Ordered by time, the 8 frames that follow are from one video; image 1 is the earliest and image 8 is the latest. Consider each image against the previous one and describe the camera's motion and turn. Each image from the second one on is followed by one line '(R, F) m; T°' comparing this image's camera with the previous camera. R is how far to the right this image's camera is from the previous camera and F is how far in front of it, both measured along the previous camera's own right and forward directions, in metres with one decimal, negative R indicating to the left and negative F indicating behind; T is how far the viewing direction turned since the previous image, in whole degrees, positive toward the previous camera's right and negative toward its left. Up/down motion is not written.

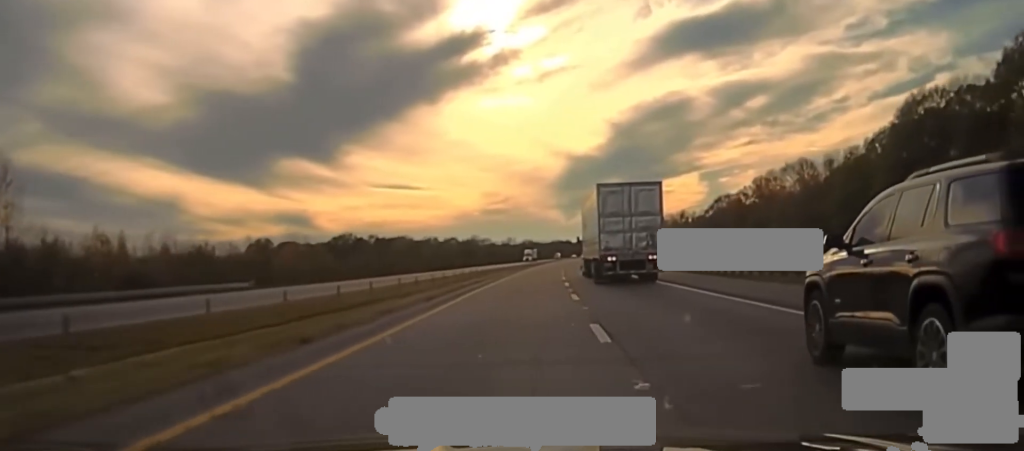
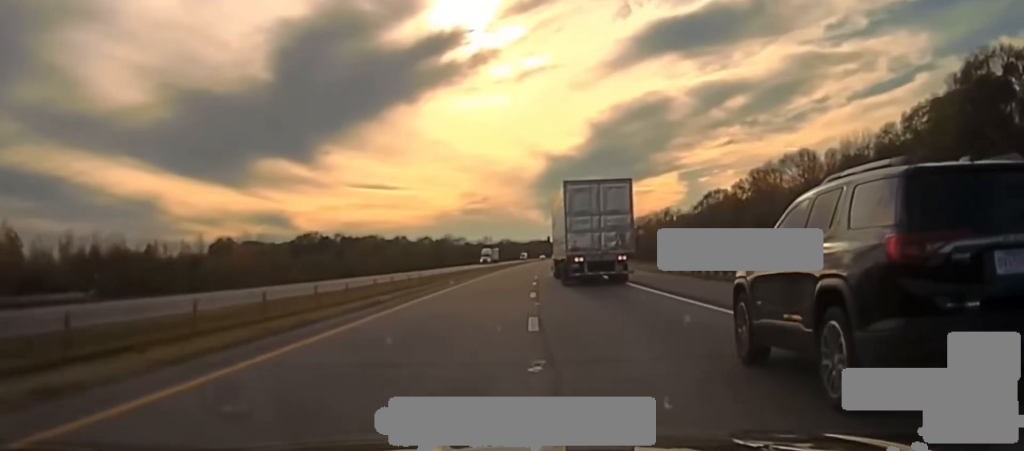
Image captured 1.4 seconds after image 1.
(+0.1, +21.1) m; +1°
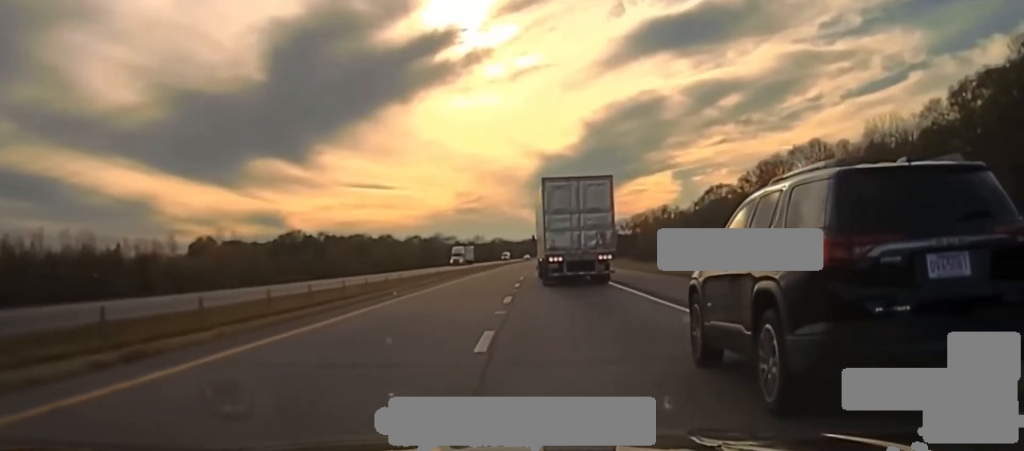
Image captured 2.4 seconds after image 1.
(0.0, +14.7) m; 0°
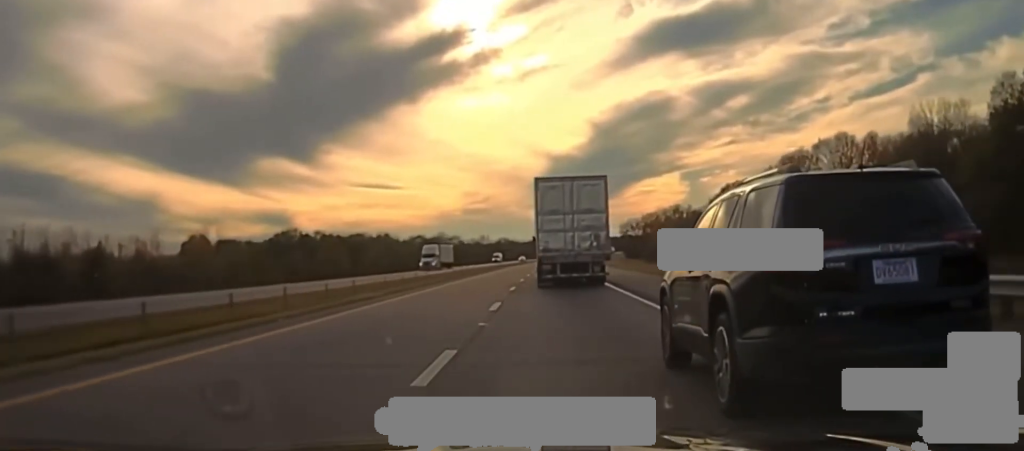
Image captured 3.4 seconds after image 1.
(-0.1, +15.0) m; -1°
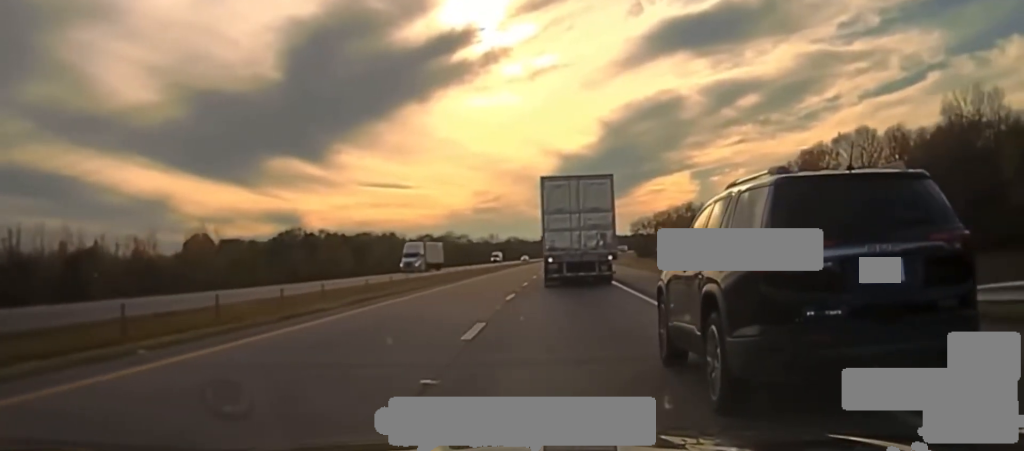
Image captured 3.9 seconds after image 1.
(-0.1, +7.0) m; 0°
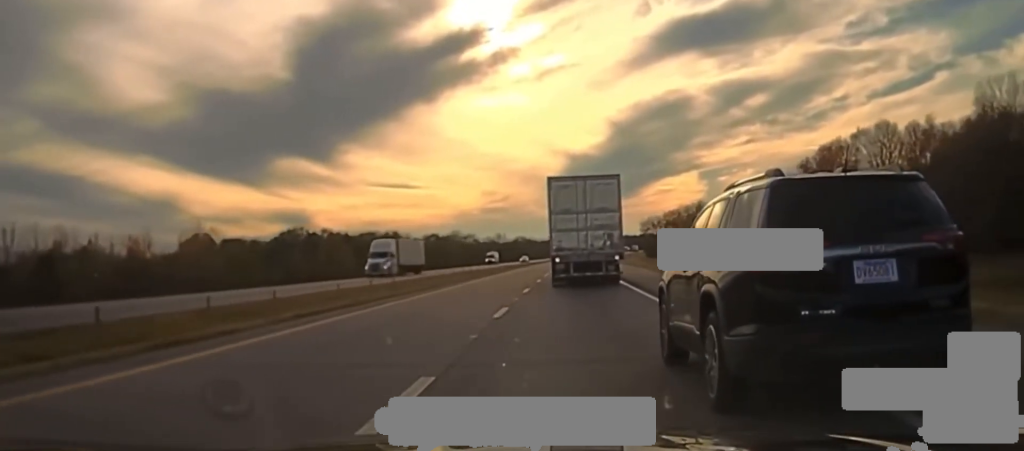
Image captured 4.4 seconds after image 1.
(0.0, +7.0) m; 0°
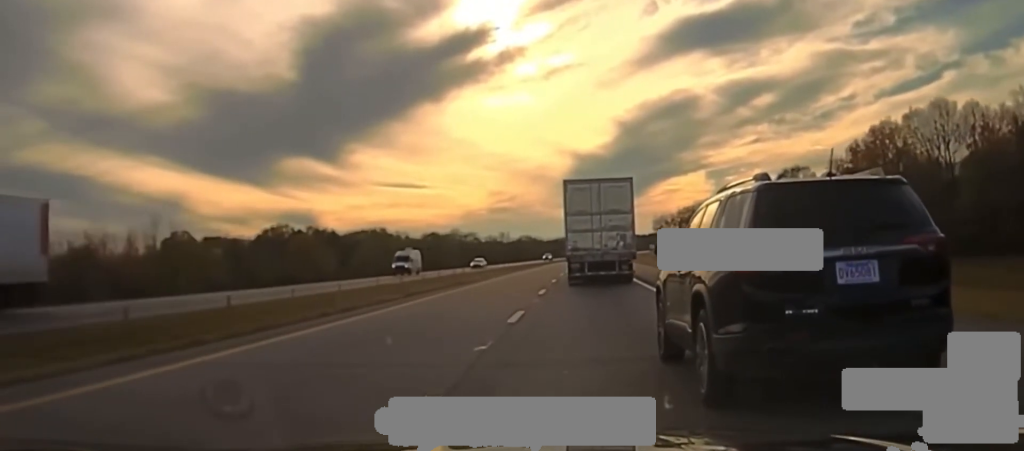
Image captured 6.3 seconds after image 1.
(+0.2, +26.8) m; +1°
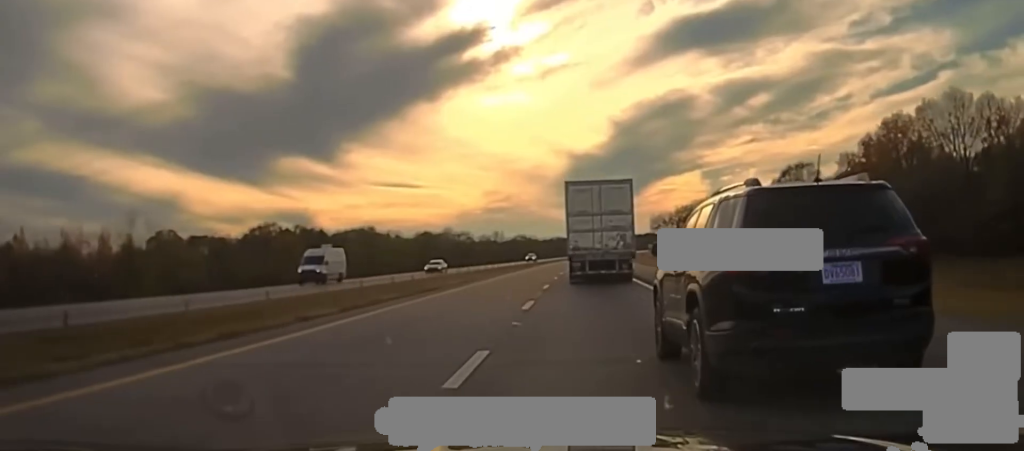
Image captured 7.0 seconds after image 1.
(0.0, +10.0) m; 0°
